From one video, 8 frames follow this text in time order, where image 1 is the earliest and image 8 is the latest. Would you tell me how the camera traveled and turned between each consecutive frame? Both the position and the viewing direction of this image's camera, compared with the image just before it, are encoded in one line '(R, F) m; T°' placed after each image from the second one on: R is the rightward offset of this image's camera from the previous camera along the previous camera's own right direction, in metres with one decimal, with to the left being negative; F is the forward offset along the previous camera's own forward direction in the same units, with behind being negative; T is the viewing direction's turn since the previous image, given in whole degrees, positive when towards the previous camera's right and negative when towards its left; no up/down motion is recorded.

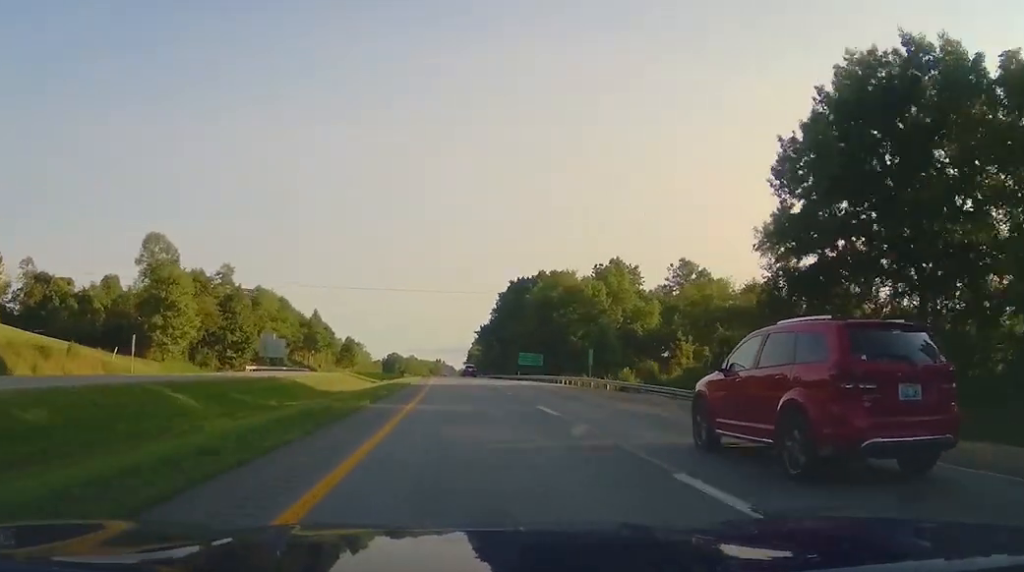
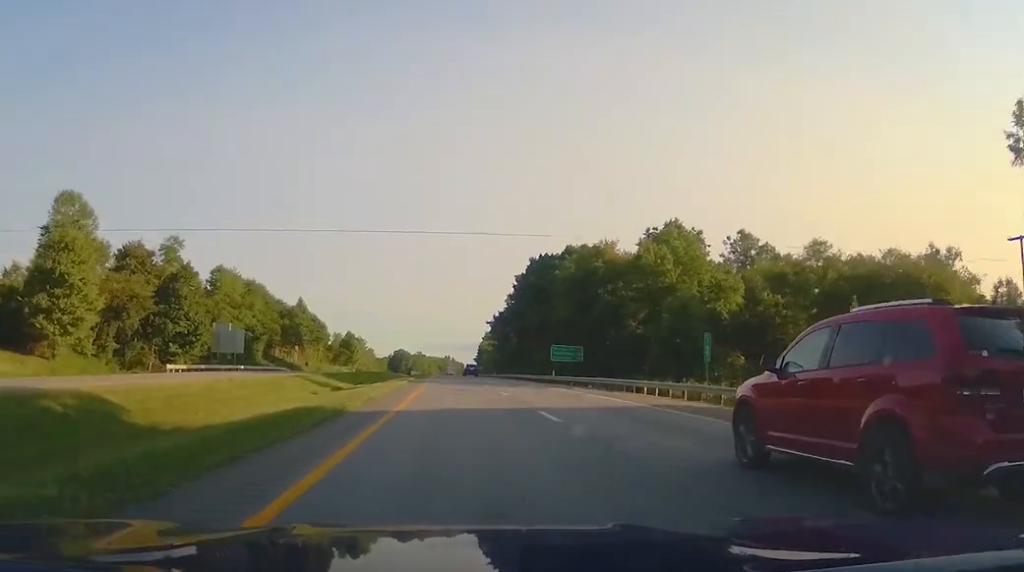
(0.0, +26.9) m; 0°
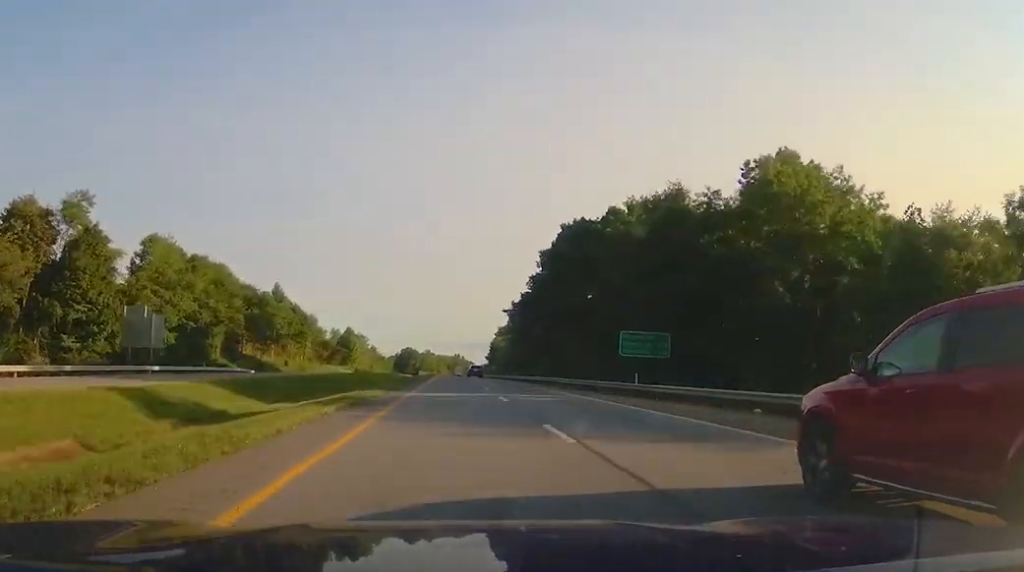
(-0.1, +28.1) m; -1°
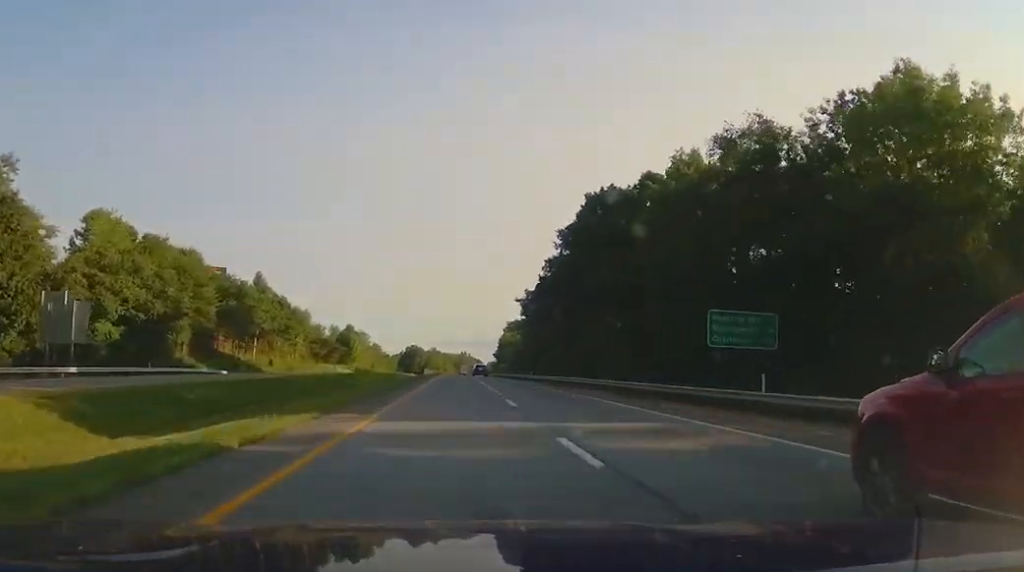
(0.0, +15.2) m; -1°
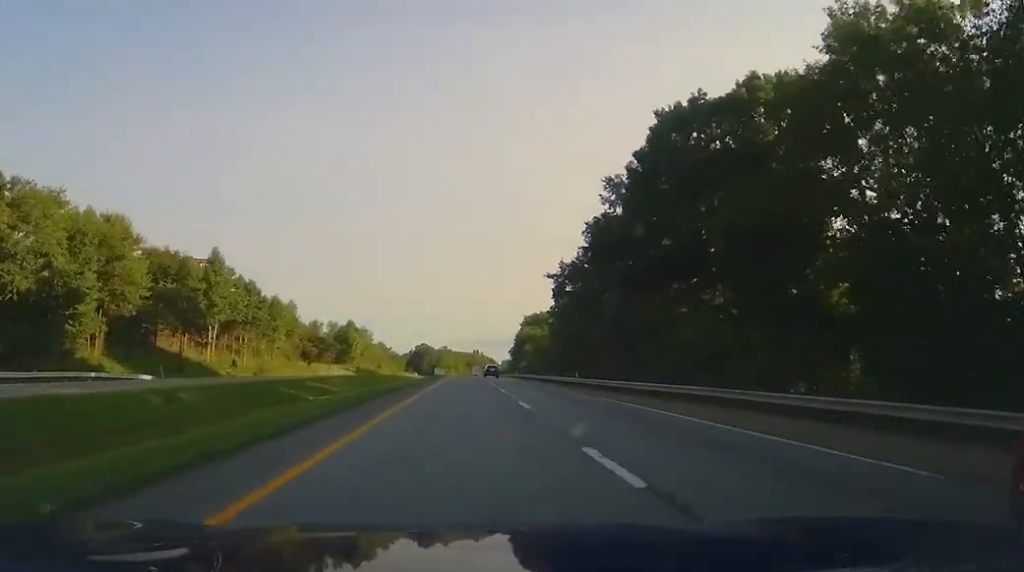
(-0.3, +25.9) m; -1°
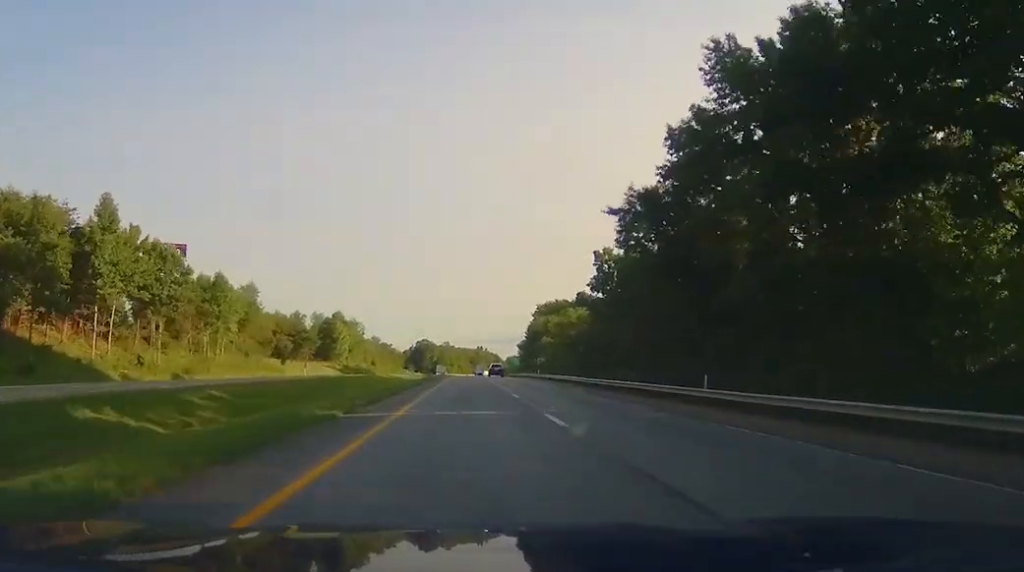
(-0.3, +30.6) m; -1°
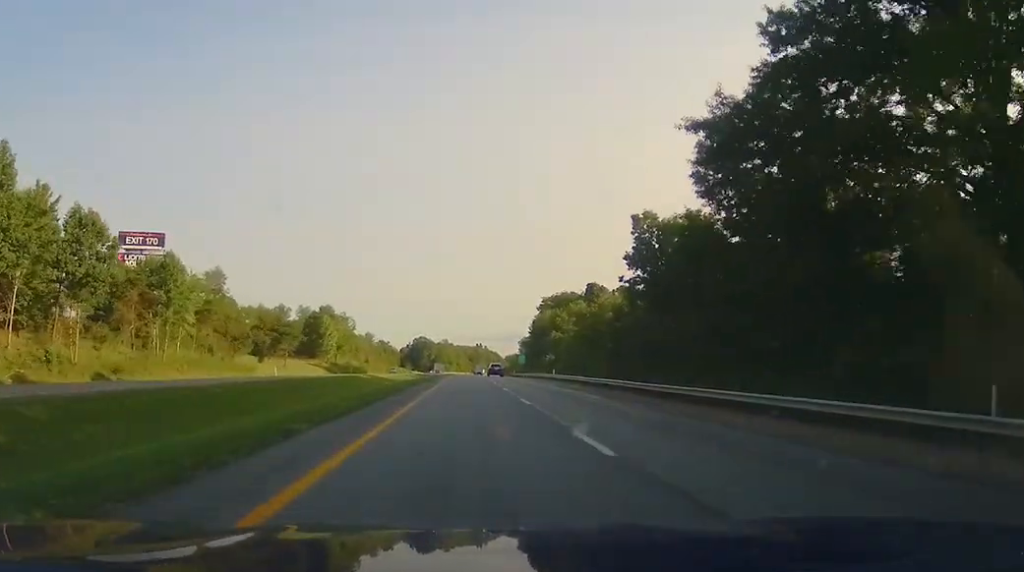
(-0.1, +16.6) m; 0°
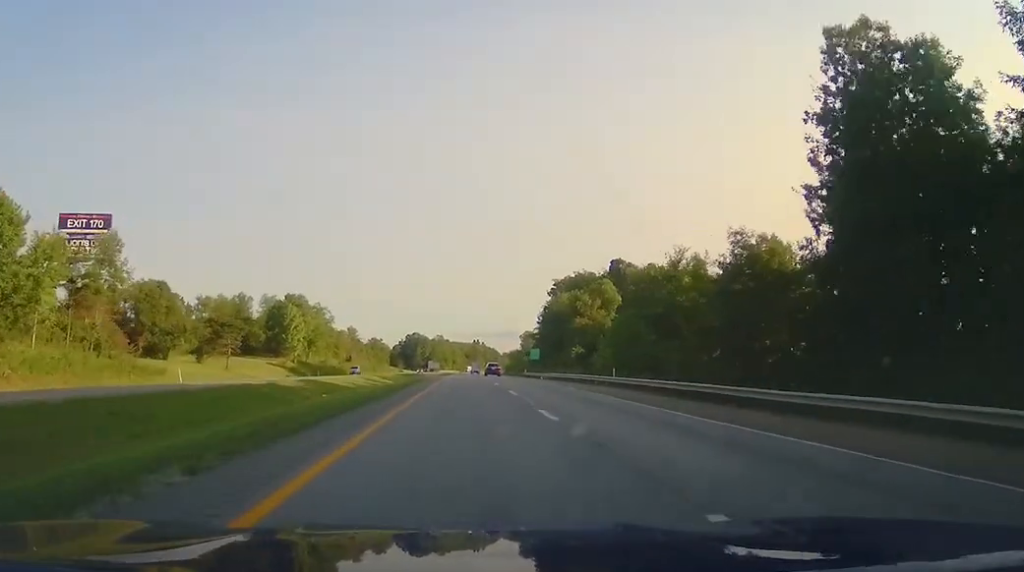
(+0.2, +32.0) m; 0°
